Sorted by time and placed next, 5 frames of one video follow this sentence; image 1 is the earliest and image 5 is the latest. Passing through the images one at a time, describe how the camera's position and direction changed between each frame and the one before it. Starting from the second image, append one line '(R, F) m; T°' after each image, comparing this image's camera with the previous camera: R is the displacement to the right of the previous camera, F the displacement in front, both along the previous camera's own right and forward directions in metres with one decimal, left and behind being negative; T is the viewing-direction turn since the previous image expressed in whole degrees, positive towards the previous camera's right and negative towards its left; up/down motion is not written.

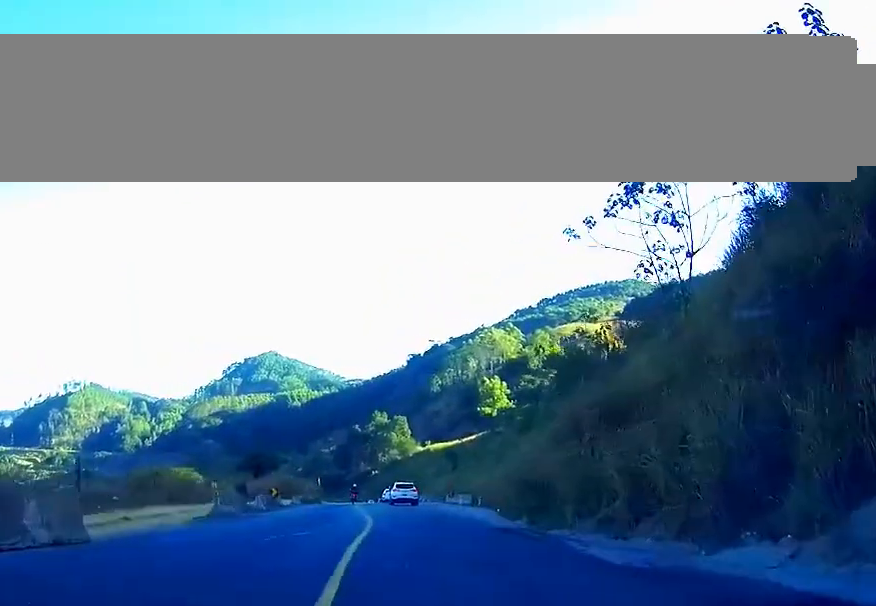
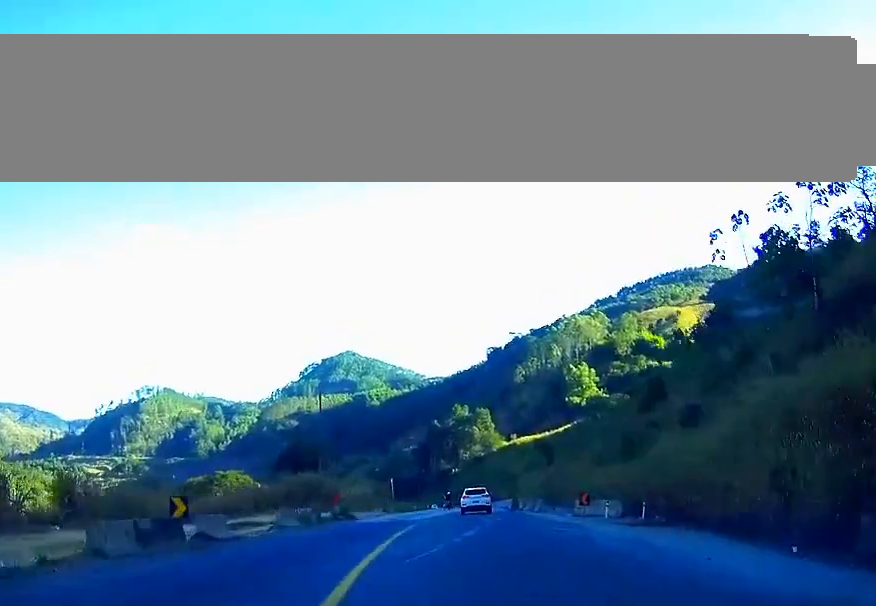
(-2.0, +34.0) m; -5°
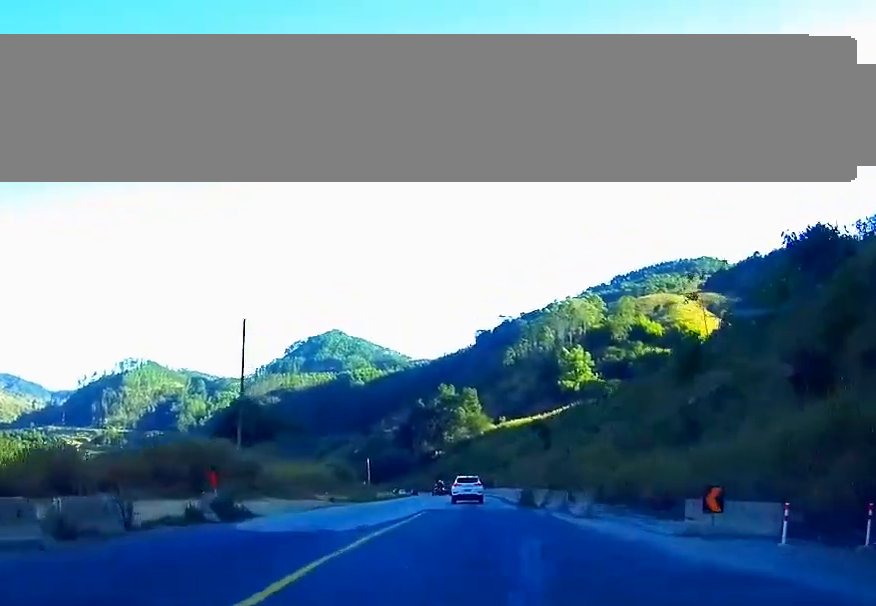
(-0.1, +22.0) m; 0°
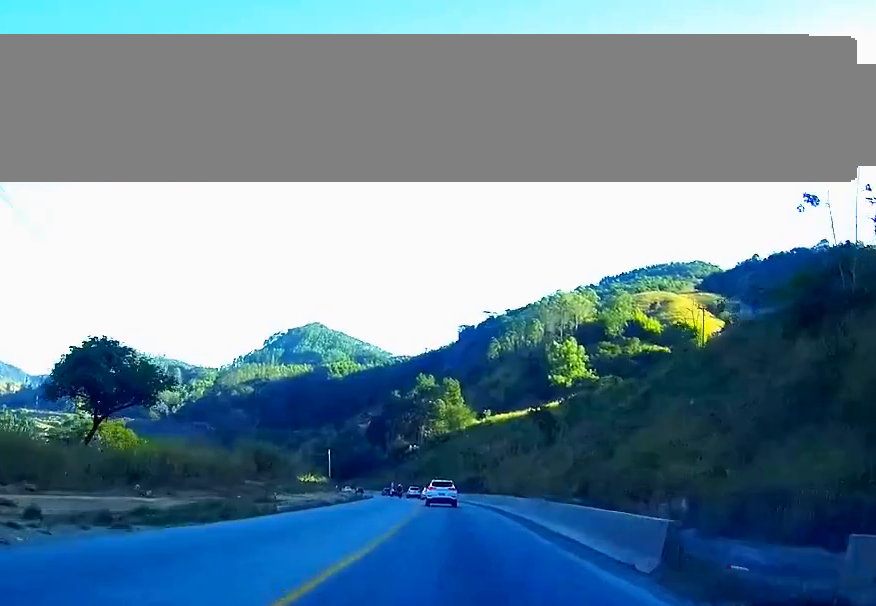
(+0.7, +34.0) m; +2°
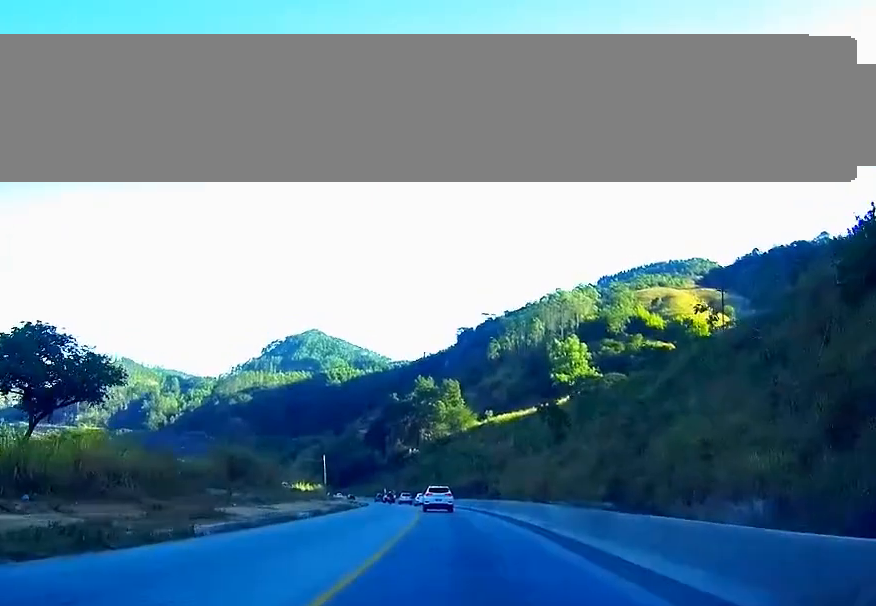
(0.0, +9.7) m; 0°
